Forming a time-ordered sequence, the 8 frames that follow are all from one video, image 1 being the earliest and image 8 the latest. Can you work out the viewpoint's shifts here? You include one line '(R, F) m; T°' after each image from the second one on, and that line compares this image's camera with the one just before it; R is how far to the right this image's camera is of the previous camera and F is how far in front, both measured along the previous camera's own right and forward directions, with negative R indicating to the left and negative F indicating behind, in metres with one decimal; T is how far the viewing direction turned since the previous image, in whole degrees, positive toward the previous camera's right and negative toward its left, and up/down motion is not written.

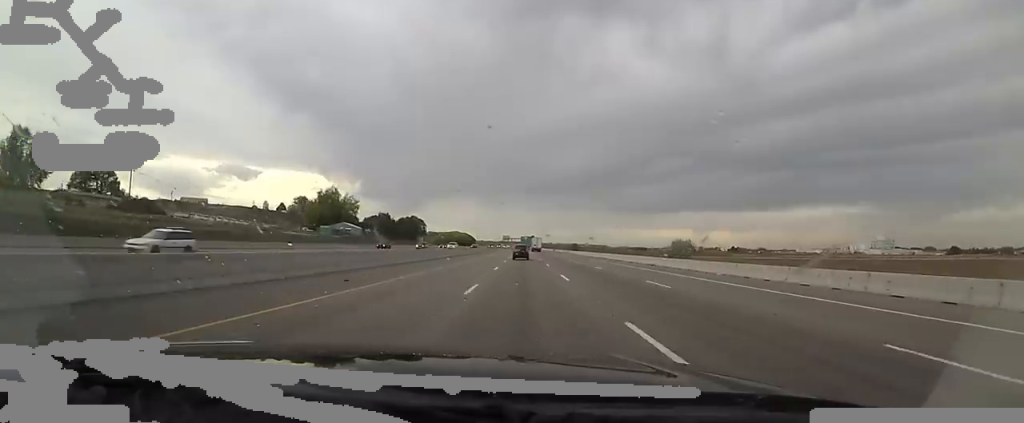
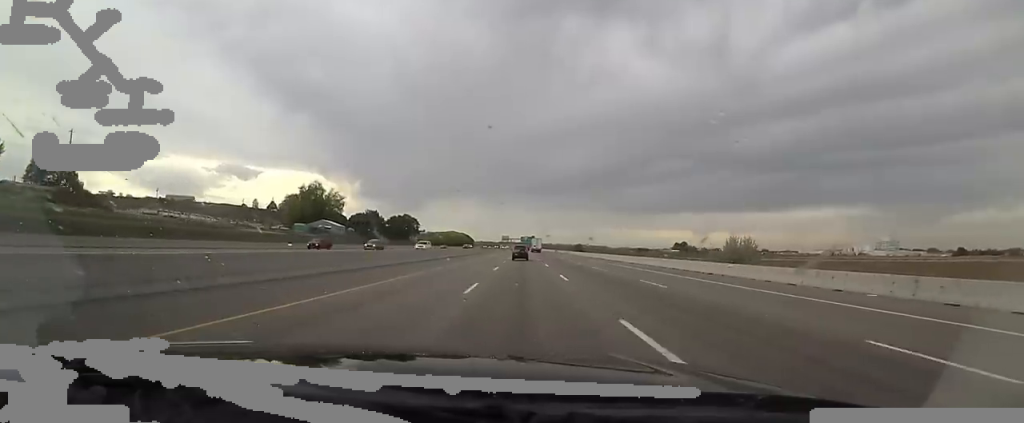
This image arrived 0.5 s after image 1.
(-0.2, +15.2) m; -1°
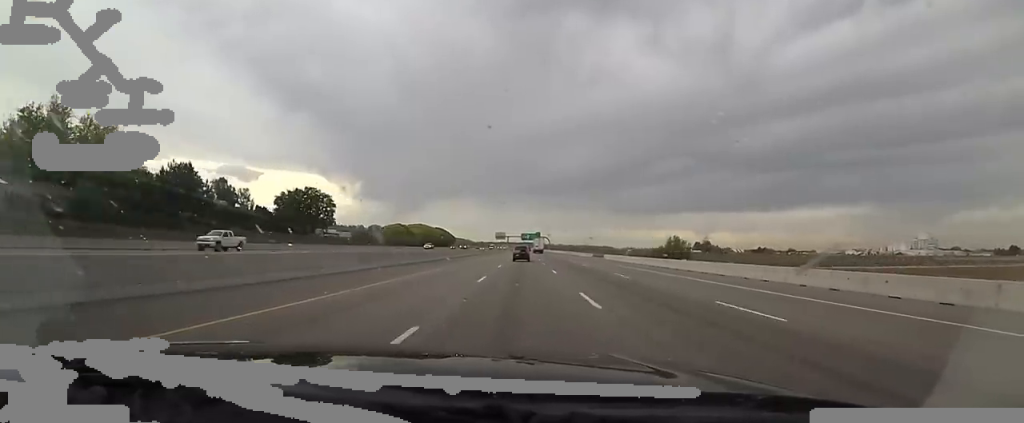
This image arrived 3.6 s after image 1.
(-3.2, +101.4) m; 0°
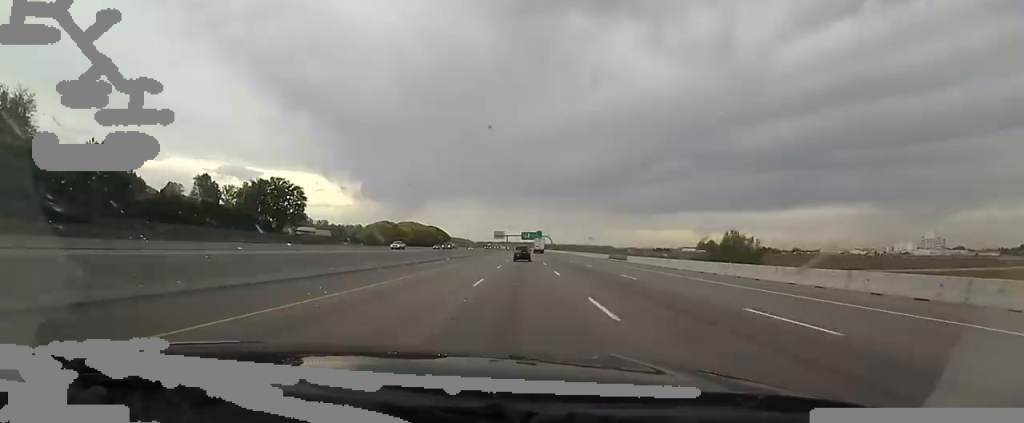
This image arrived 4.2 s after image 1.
(+0.1, +17.3) m; +1°
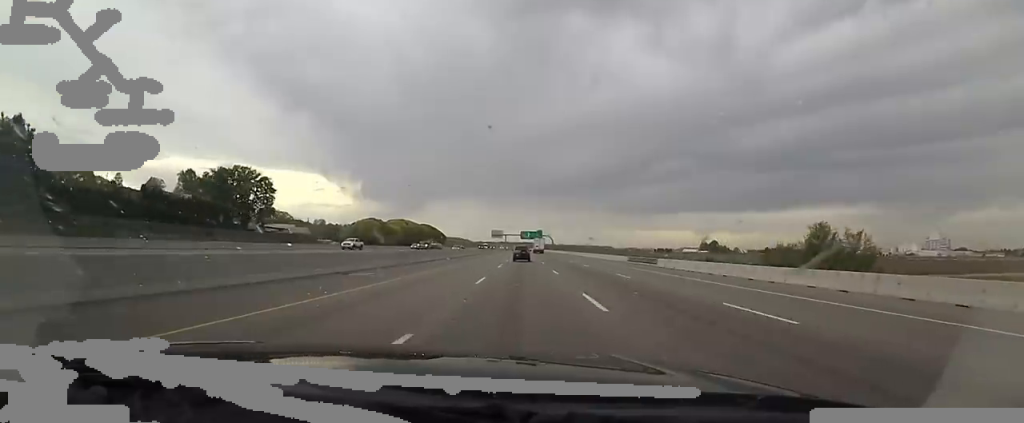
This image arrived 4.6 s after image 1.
(+0.5, +13.8) m; 0°
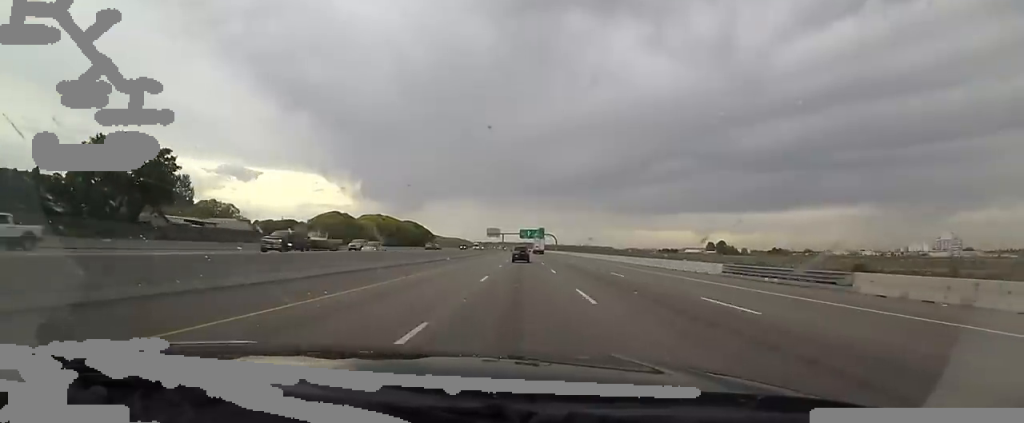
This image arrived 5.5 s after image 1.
(0.0, +28.7) m; -1°
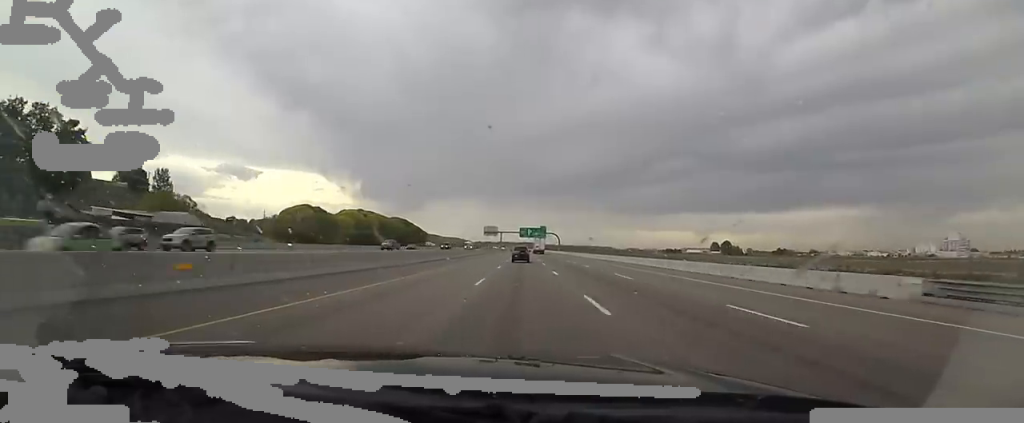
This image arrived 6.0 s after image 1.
(-0.2, +17.1) m; -2°
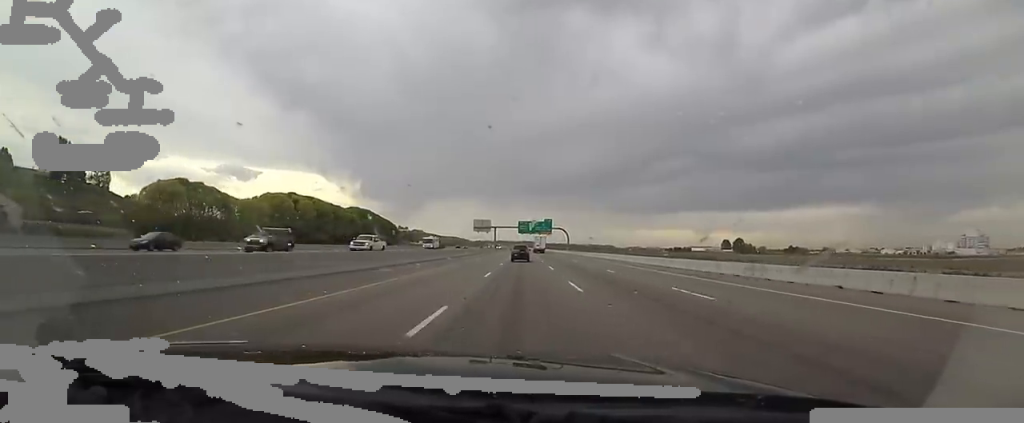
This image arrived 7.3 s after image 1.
(-1.0, +39.6) m; -1°
